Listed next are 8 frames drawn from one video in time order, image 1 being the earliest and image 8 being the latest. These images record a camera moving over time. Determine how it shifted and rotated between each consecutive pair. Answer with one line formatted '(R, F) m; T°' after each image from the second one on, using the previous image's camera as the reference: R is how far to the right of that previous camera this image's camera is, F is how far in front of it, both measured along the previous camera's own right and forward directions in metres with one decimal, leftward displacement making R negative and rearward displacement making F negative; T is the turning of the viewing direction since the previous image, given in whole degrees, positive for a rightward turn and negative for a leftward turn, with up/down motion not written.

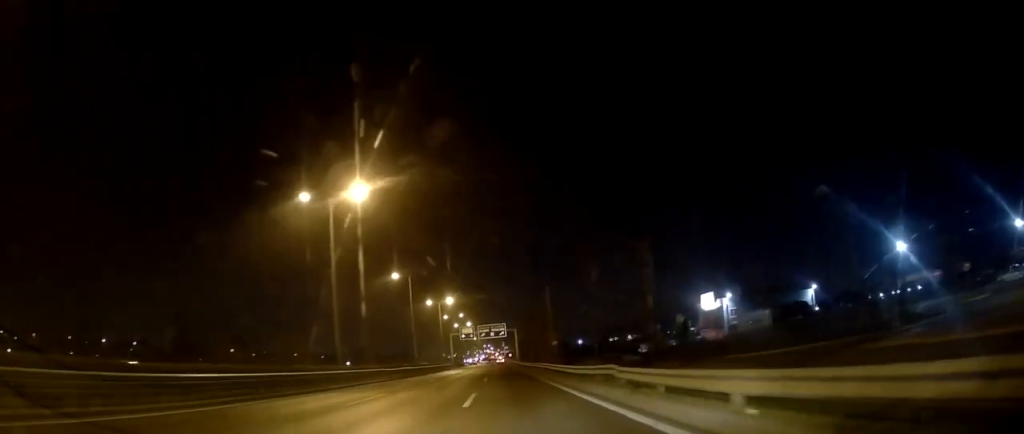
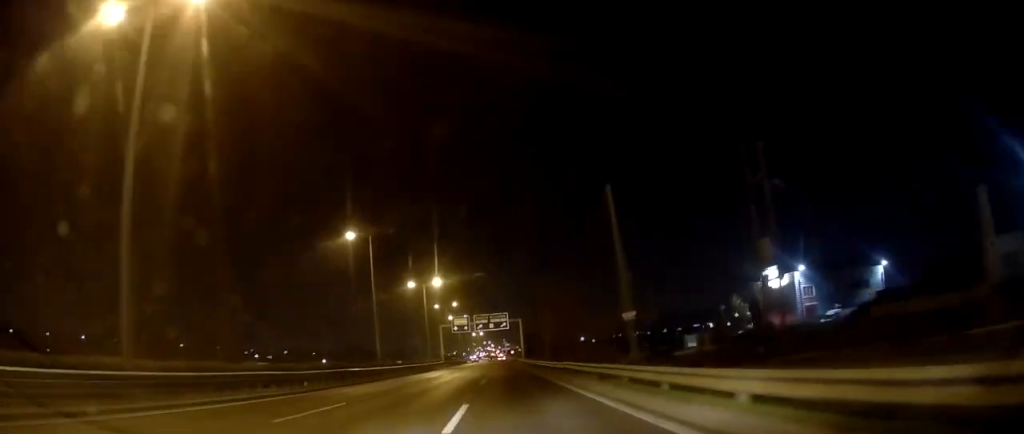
(-0.4, +23.9) m; 0°
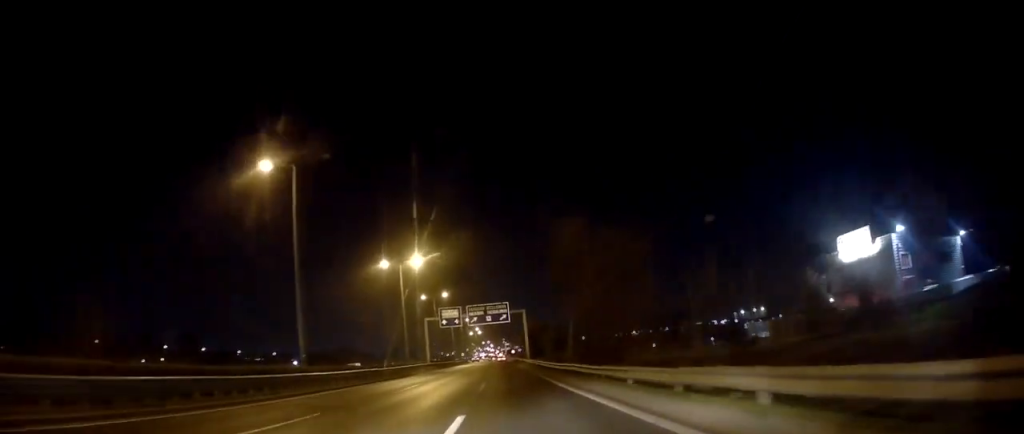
(+0.4, +20.7) m; +1°
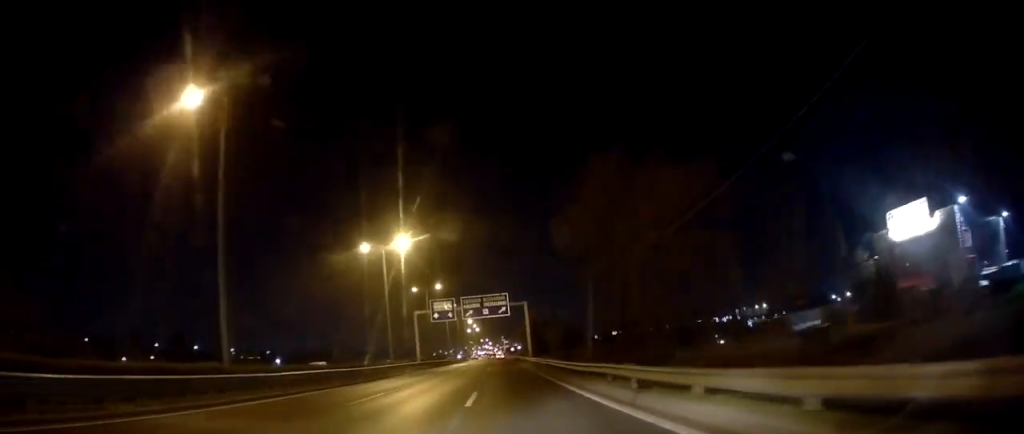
(0.0, +9.4) m; 0°
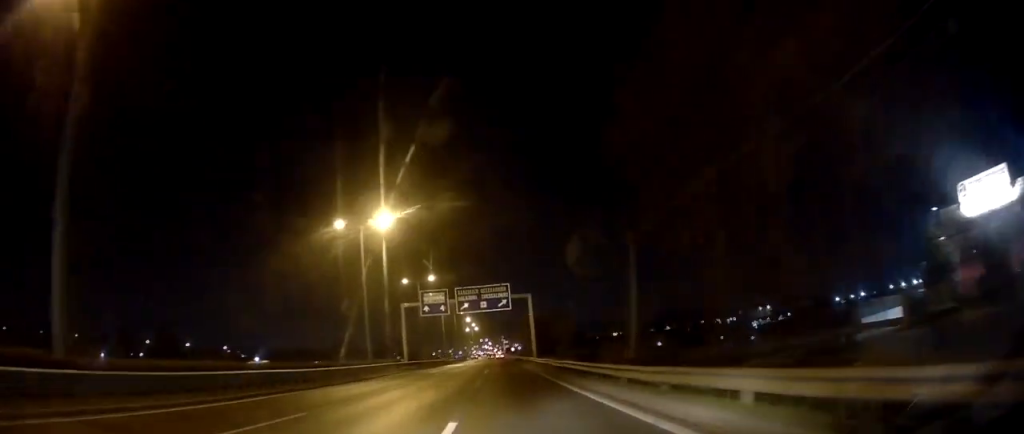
(0.0, +10.2) m; 0°
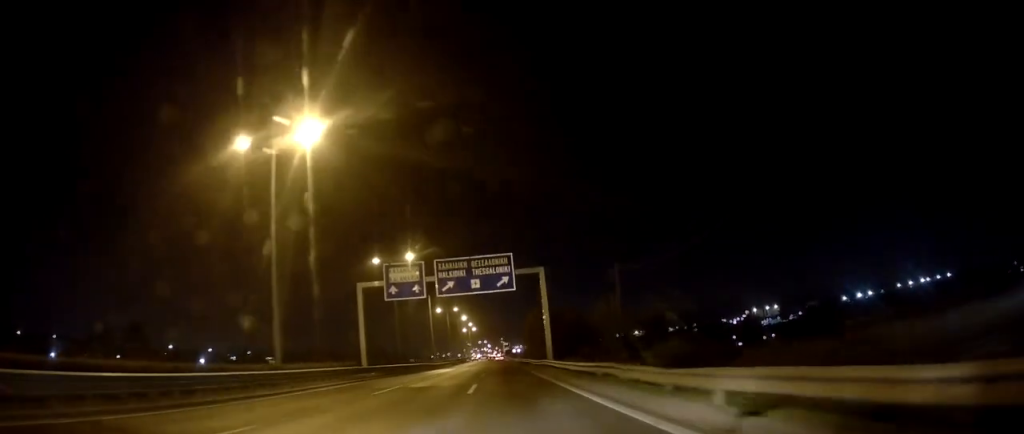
(0.0, +20.3) m; 0°
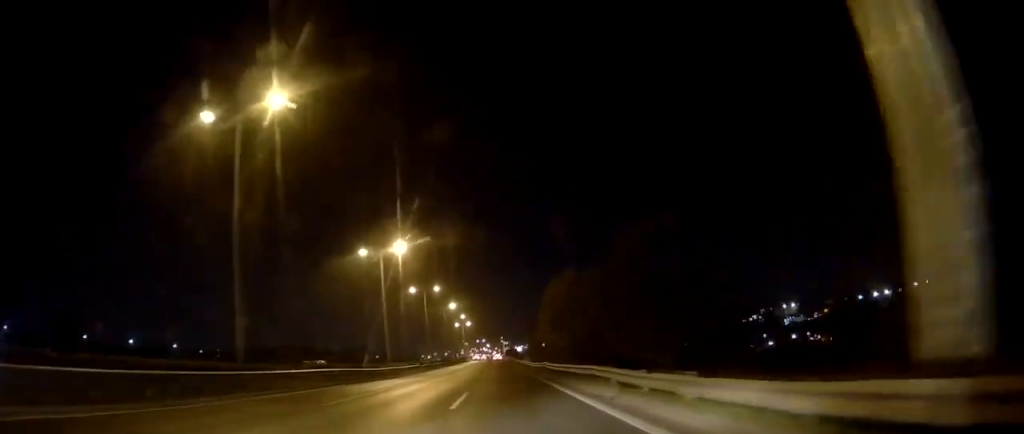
(-0.3, +41.5) m; 0°
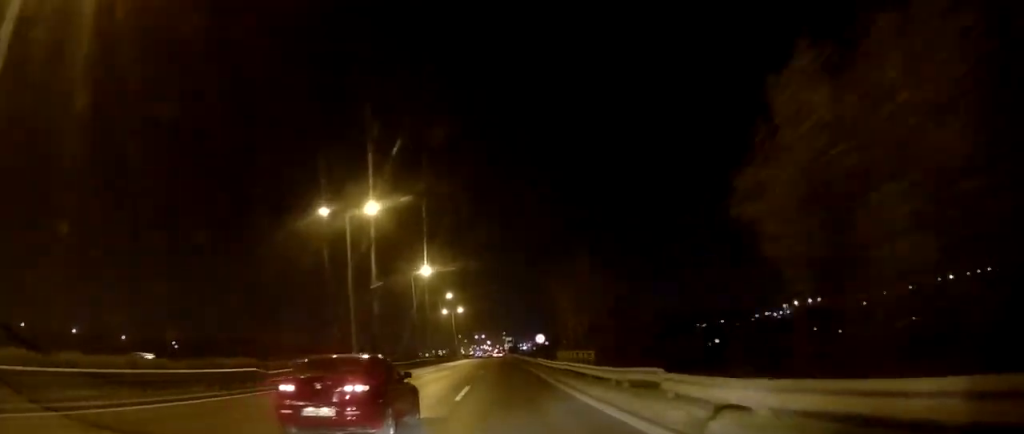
(+0.5, +50.9) m; +1°
